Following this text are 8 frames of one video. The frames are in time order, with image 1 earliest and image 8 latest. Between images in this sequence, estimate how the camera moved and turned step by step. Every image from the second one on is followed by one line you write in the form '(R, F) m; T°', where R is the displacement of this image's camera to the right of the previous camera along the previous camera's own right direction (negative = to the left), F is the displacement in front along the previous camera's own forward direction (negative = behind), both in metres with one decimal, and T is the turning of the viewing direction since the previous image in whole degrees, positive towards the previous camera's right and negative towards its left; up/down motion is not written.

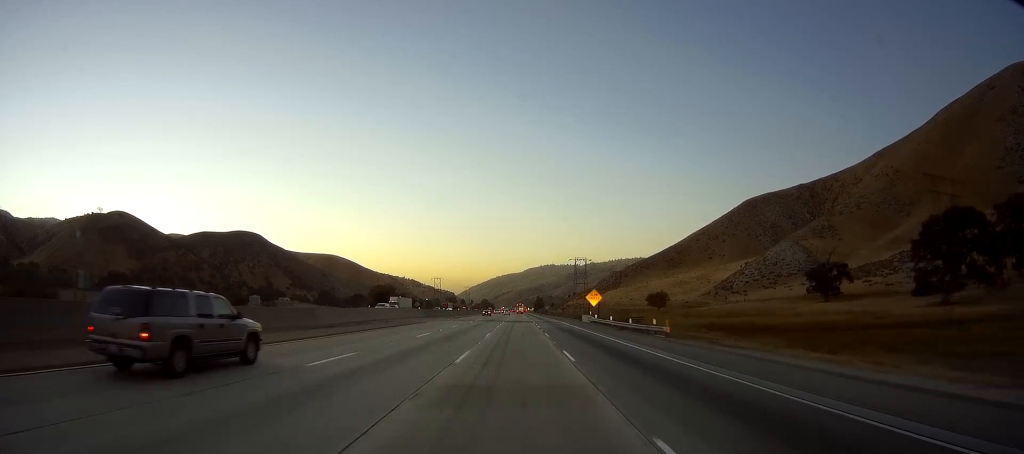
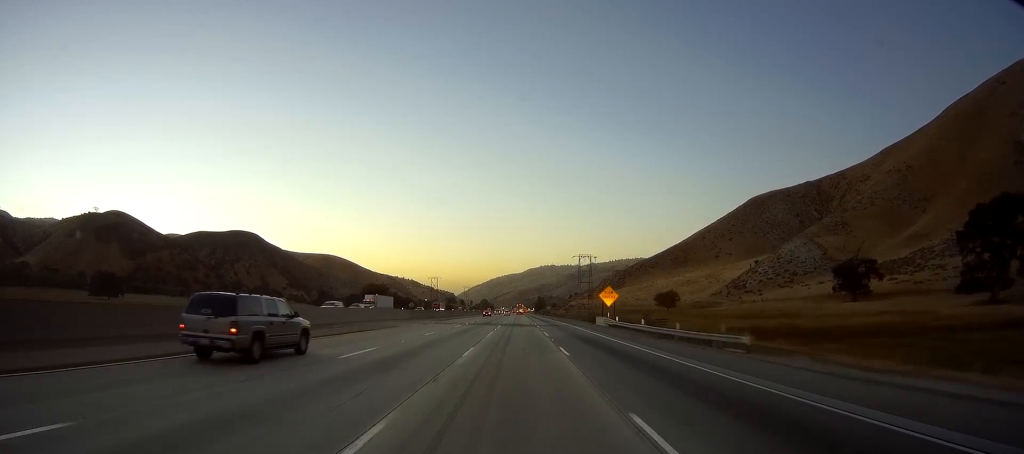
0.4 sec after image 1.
(-0.3, +12.7) m; 0°
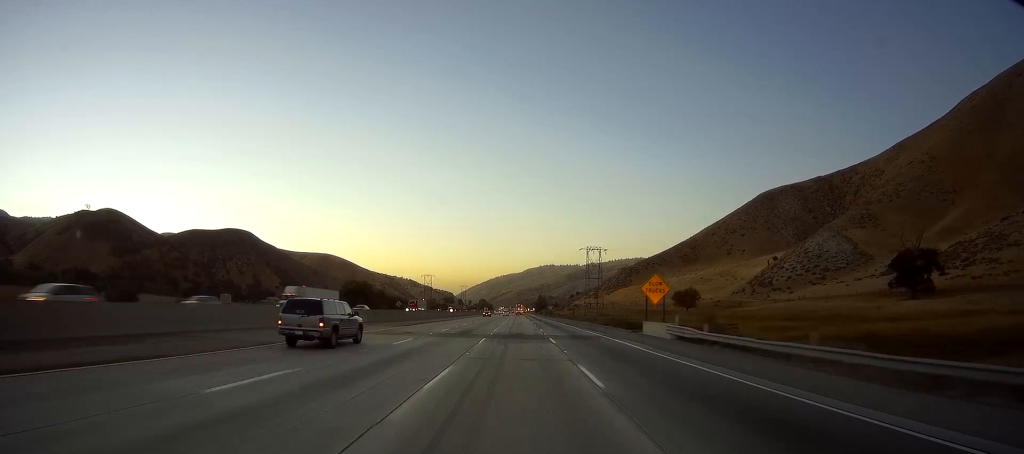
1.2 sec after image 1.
(+0.3, +22.5) m; +1°
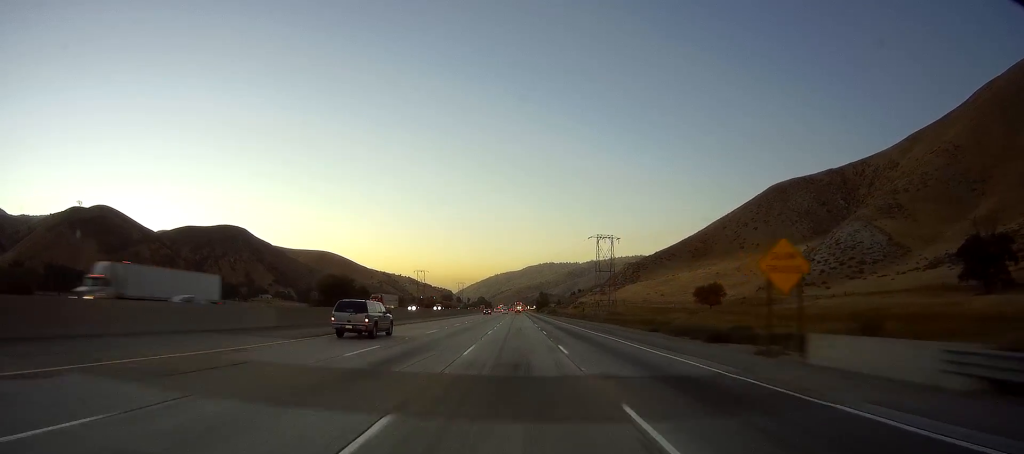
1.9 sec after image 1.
(+0.2, +21.5) m; 0°
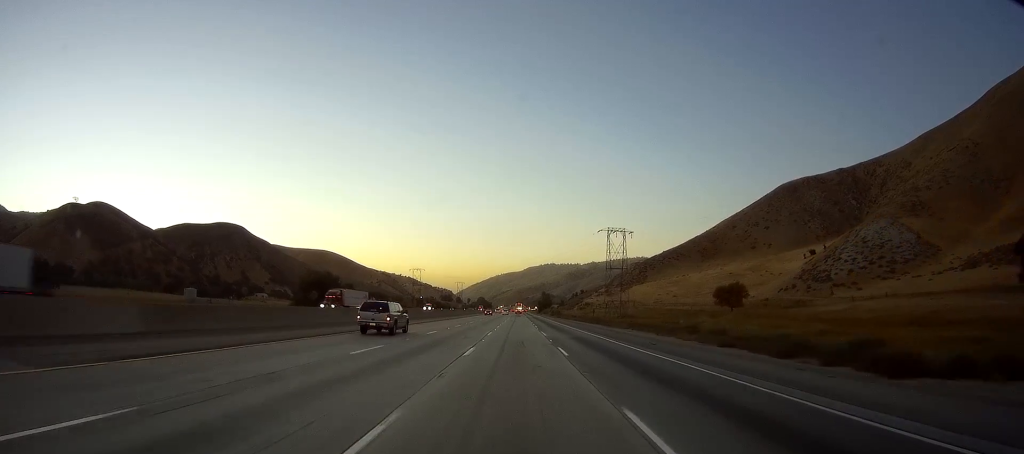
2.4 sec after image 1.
(-0.1, +14.6) m; 0°
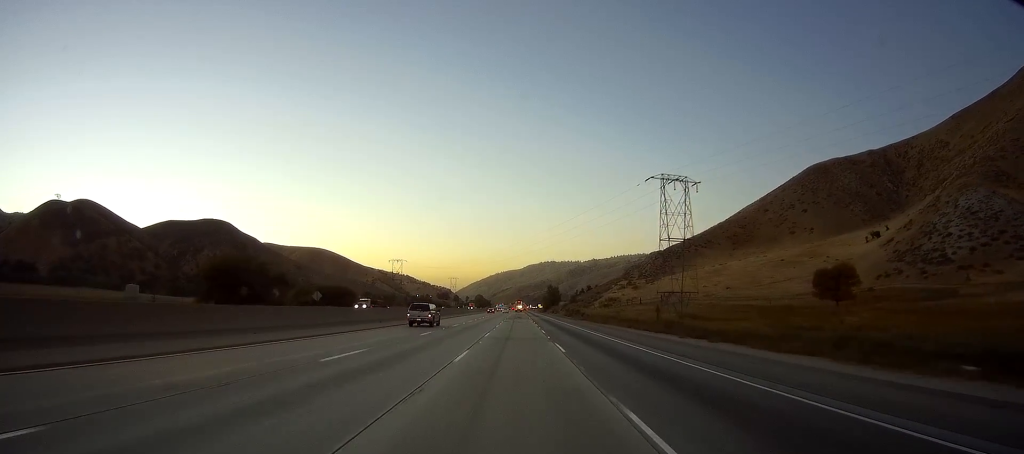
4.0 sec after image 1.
(+0.1, +46.9) m; -1°
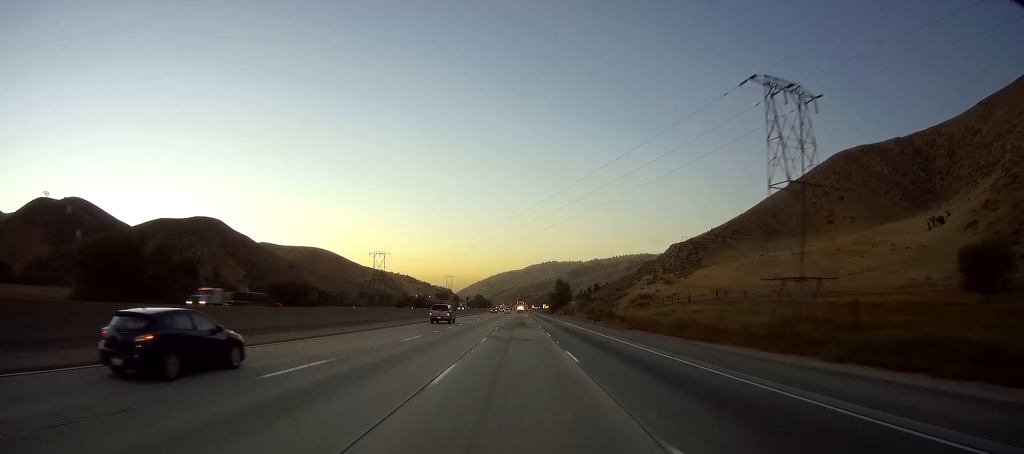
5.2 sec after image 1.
(-0.4, +34.3) m; -1°
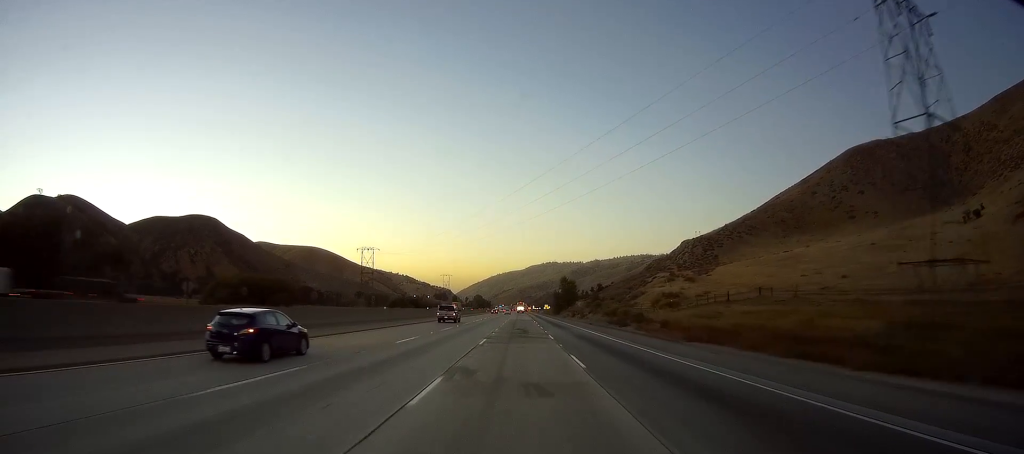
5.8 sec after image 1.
(-0.1, +16.7) m; 0°
